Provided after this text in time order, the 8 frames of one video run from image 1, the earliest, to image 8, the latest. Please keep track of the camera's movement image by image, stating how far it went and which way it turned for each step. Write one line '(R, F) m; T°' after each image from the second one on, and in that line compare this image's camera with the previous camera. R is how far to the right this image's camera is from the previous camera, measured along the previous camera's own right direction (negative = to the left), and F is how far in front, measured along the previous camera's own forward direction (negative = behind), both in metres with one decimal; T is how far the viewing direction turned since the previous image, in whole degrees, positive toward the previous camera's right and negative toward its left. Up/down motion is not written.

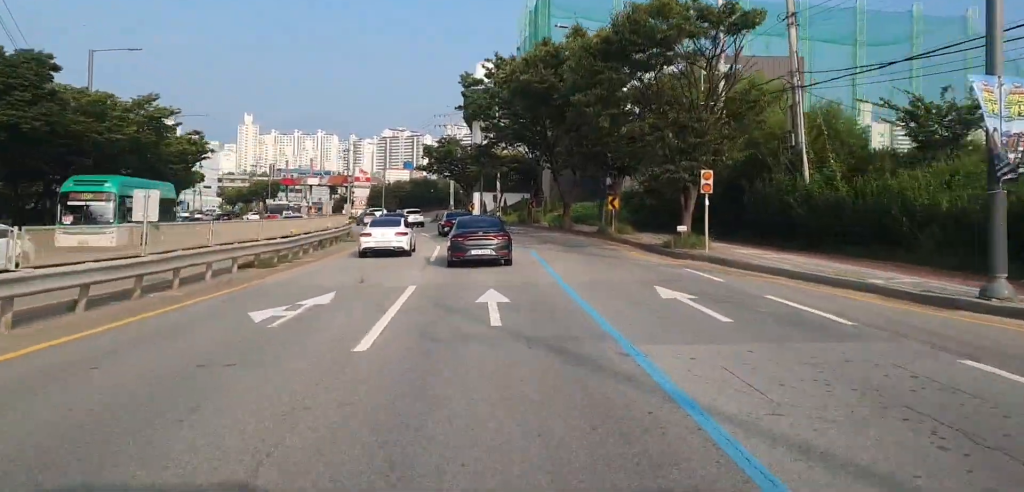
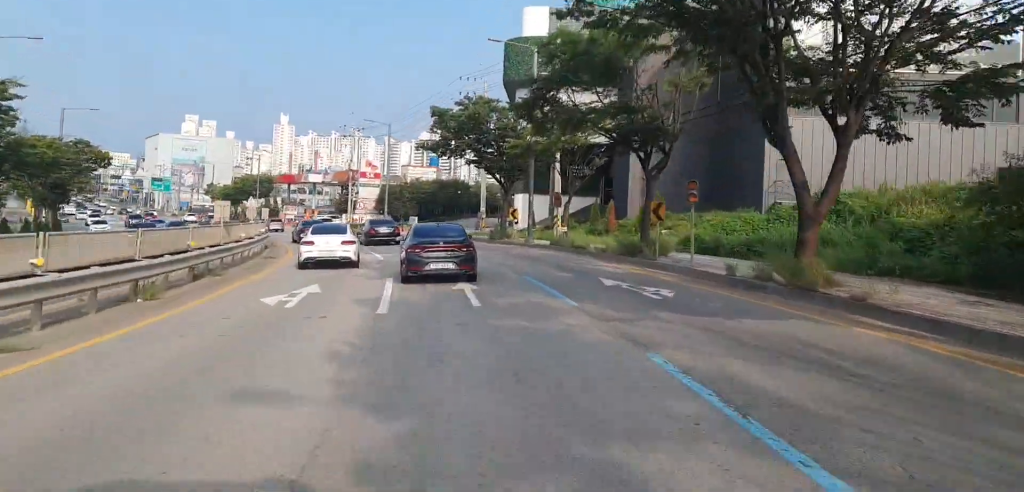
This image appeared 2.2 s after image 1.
(-1.3, +32.1) m; -5°
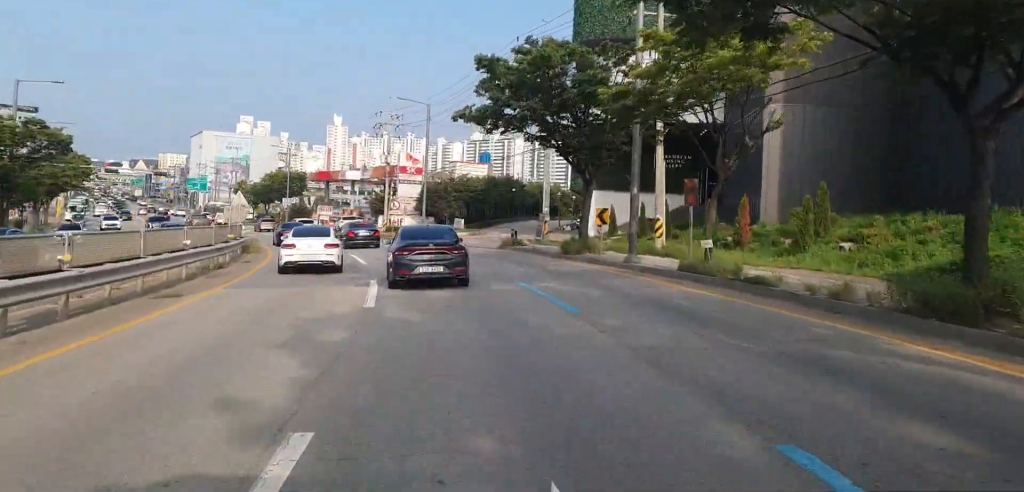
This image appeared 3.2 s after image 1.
(-0.4, +14.8) m; -3°
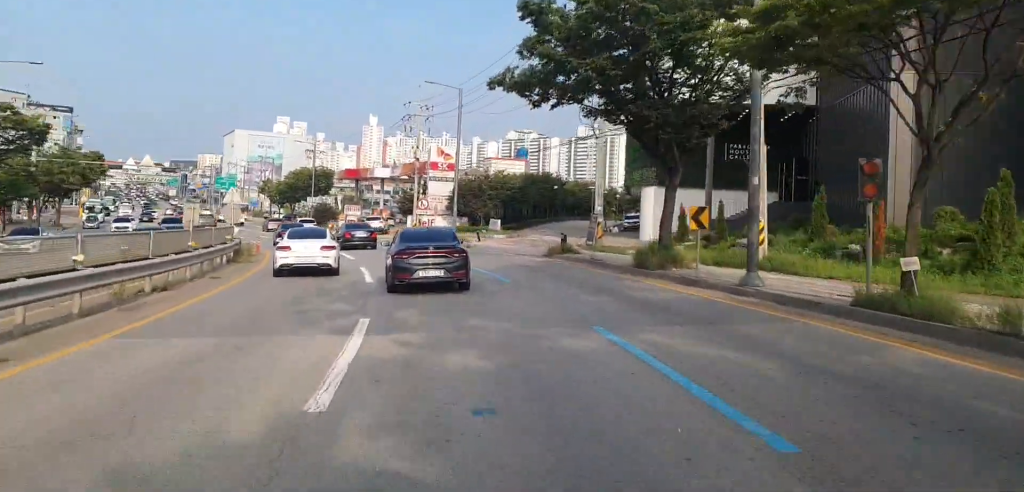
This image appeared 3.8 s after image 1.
(+0.1, +7.6) m; -2°
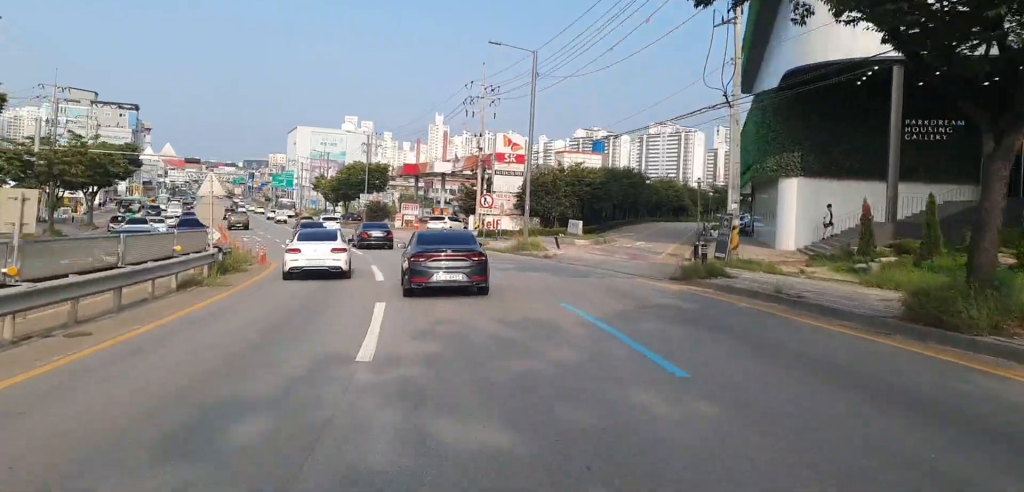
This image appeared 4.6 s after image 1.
(-0.6, +11.4) m; -5°
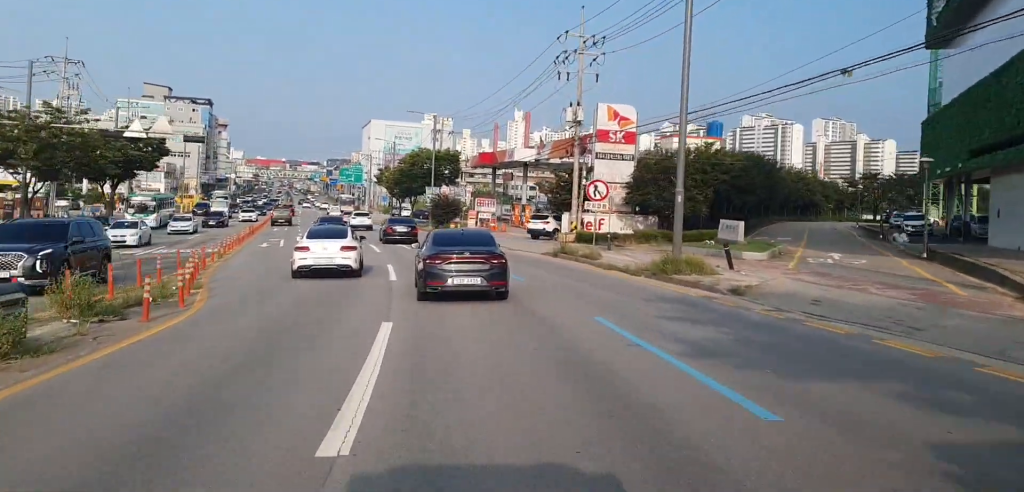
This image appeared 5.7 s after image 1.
(-1.0, +16.1) m; -6°
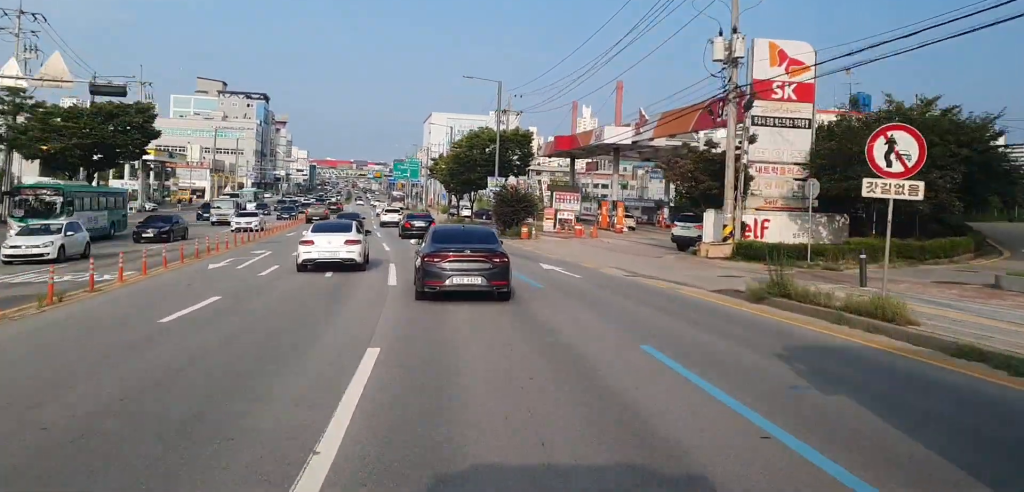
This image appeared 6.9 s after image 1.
(-0.8, +17.5) m; -6°
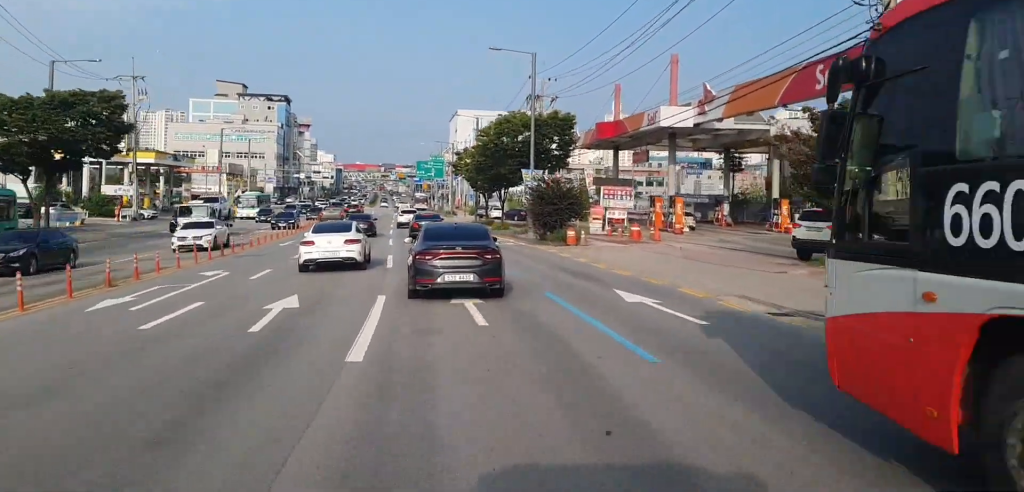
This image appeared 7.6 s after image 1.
(-0.4, +9.3) m; -2°
